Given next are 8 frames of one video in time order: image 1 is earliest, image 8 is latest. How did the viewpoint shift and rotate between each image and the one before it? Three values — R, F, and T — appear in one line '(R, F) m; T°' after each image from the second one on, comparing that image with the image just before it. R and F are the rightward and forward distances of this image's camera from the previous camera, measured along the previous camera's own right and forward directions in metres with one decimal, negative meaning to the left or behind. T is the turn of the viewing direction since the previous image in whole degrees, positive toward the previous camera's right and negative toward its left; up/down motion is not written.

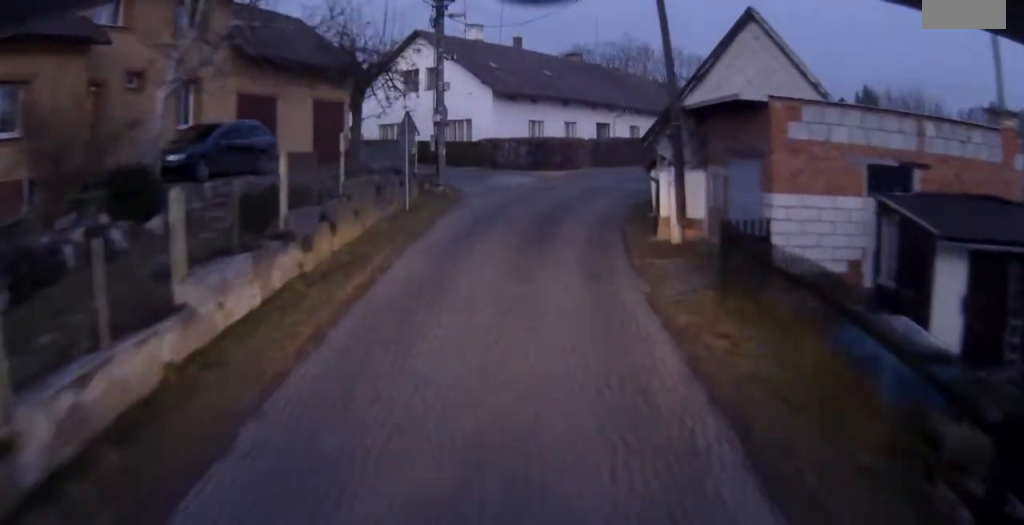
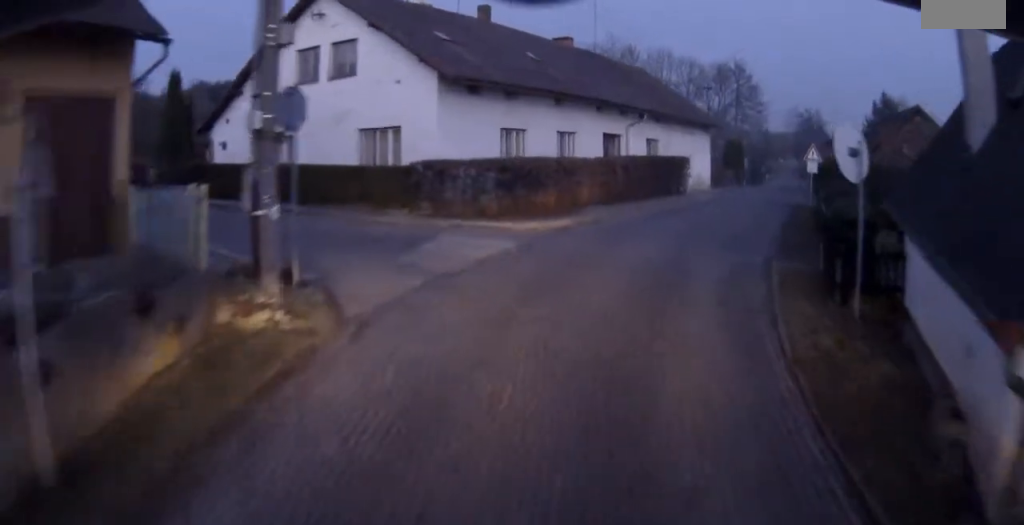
(+0.2, +17.2) m; +6°
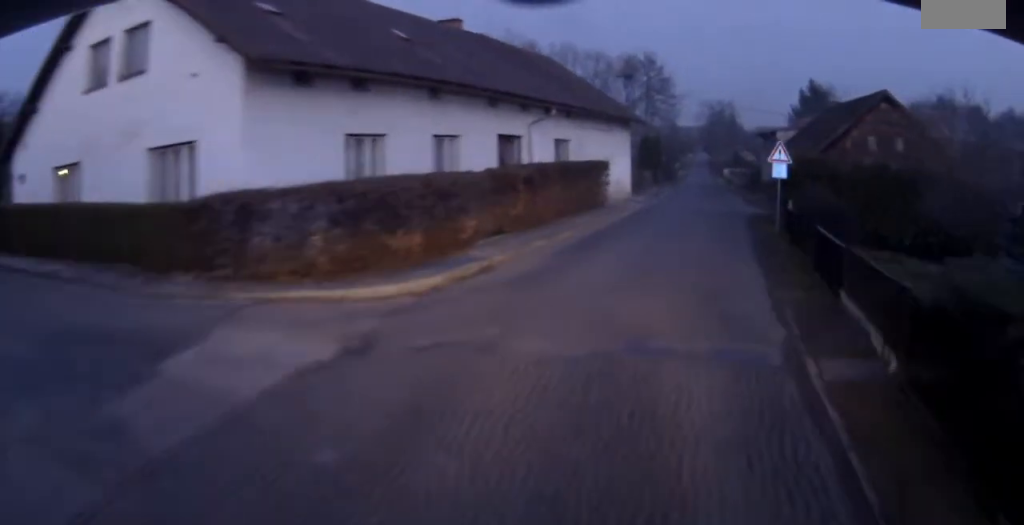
(+0.8, +7.9) m; +11°
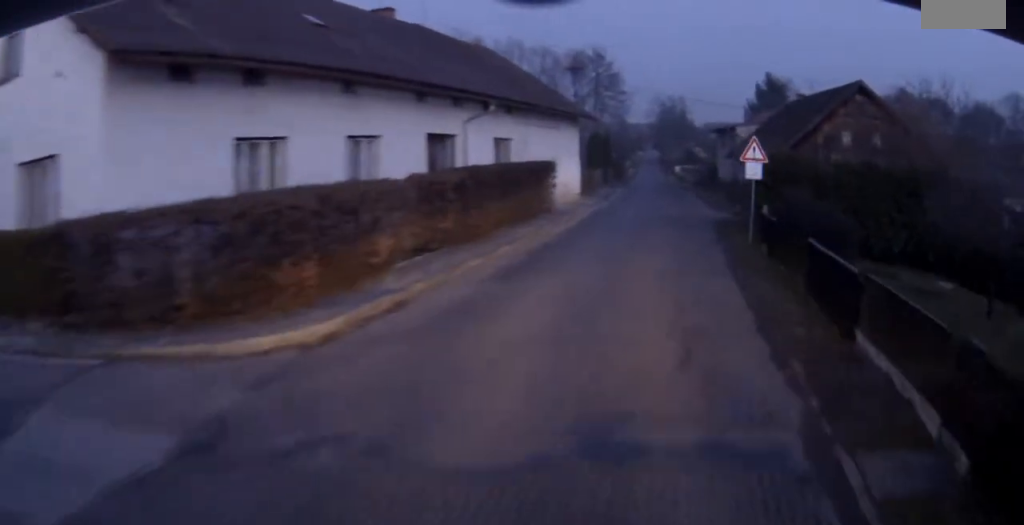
(+0.3, +3.2) m; +3°
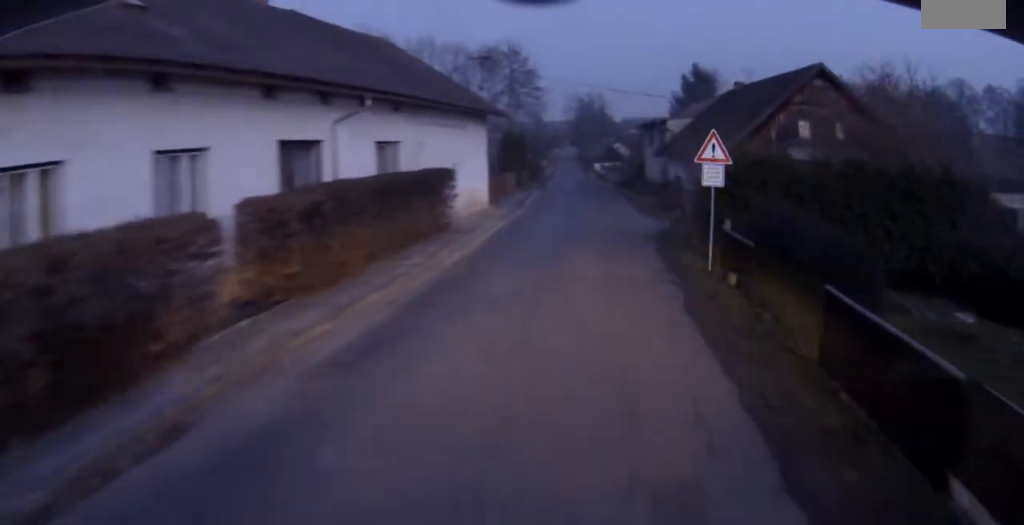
(+0.2, +5.2) m; +2°
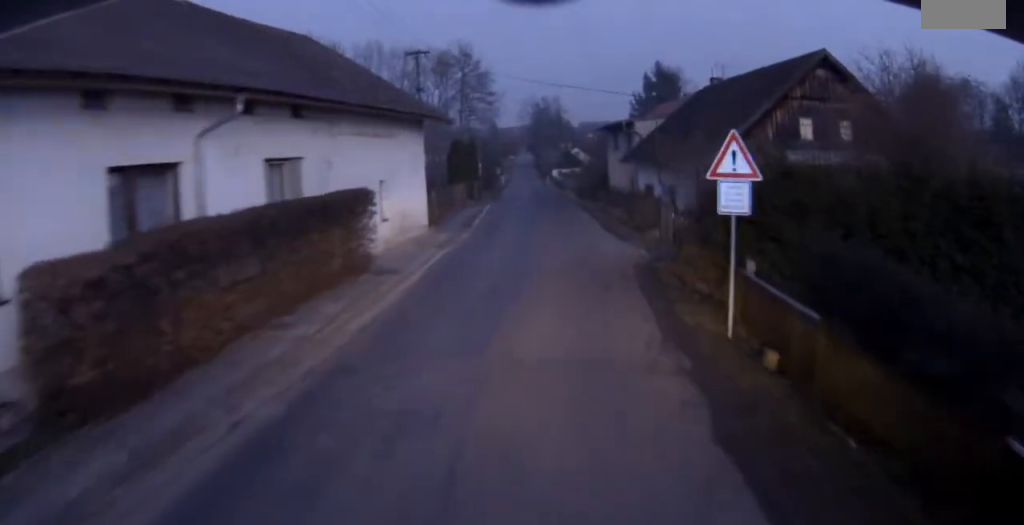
(0.0, +5.2) m; 0°
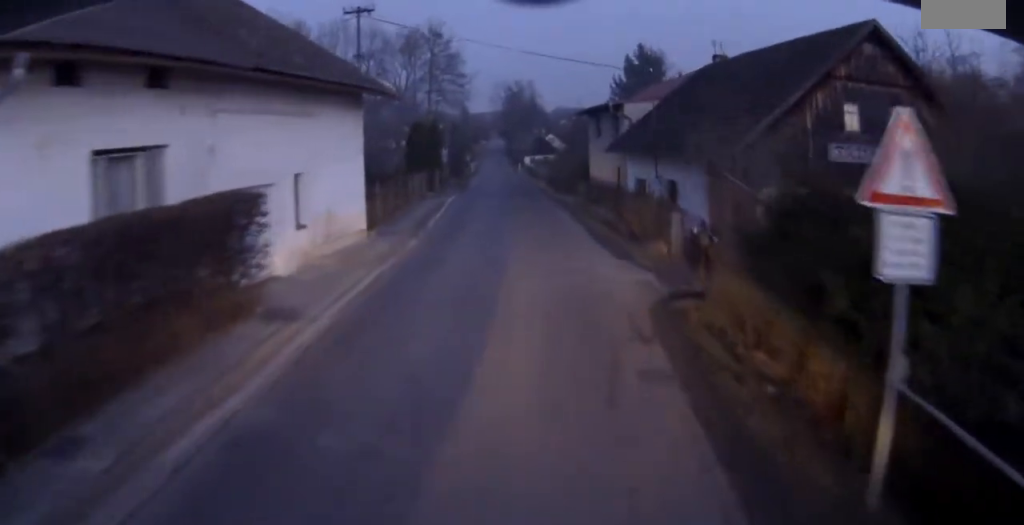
(0.0, +5.6) m; +3°
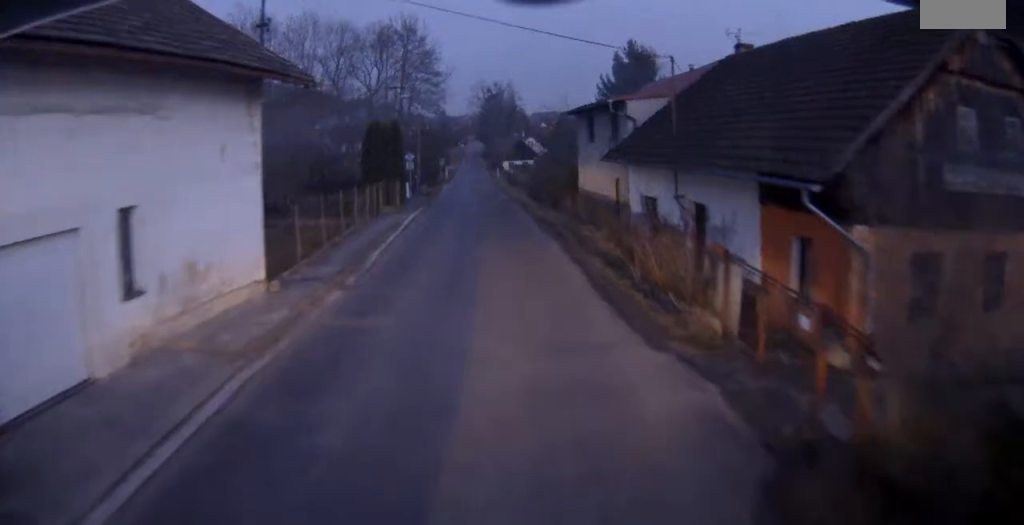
(+0.3, +6.9) m; +2°
